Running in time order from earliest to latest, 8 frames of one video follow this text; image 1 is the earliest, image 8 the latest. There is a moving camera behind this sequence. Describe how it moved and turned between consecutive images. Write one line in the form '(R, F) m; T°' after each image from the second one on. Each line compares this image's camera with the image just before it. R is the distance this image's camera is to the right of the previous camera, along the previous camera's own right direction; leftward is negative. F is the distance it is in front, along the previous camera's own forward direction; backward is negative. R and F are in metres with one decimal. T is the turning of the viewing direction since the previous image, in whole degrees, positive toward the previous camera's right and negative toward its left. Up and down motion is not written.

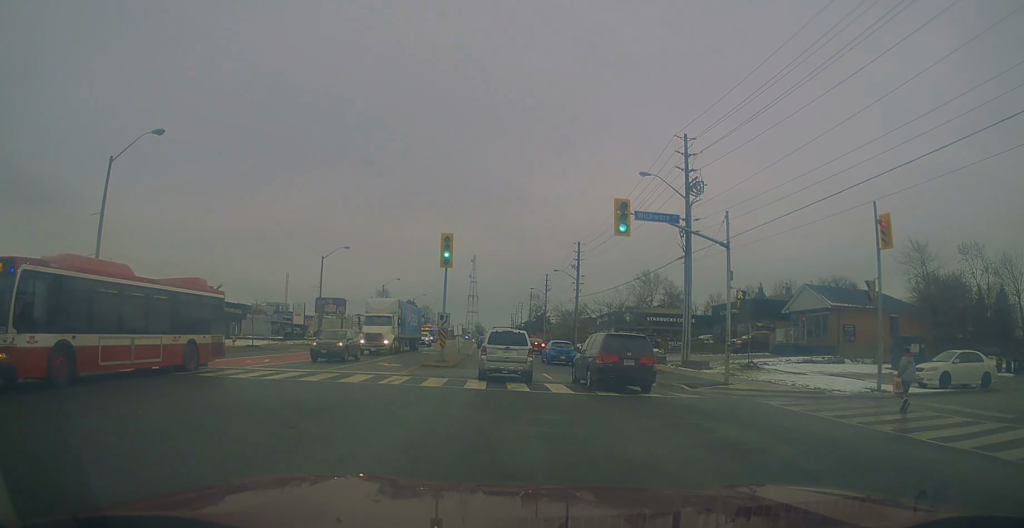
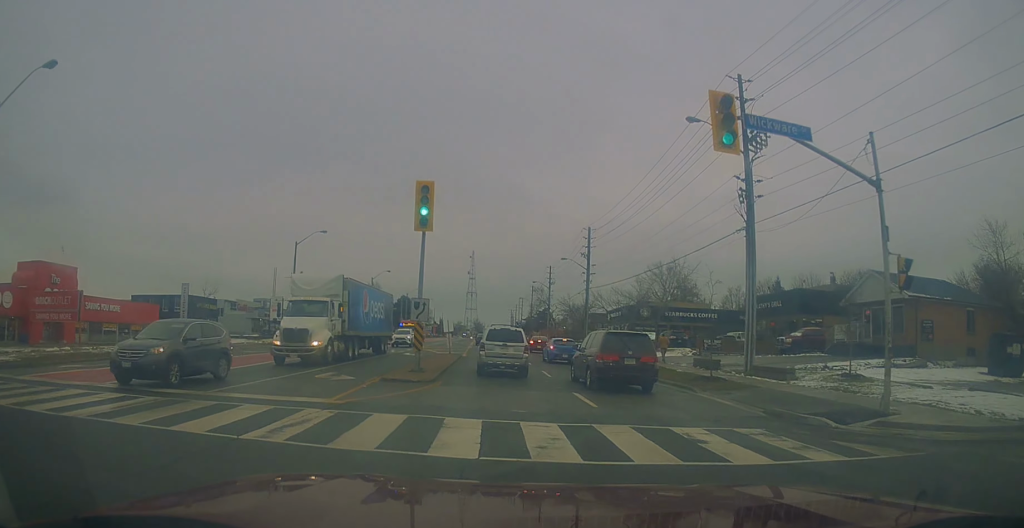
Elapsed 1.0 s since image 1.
(+0.1, +9.3) m; +1°
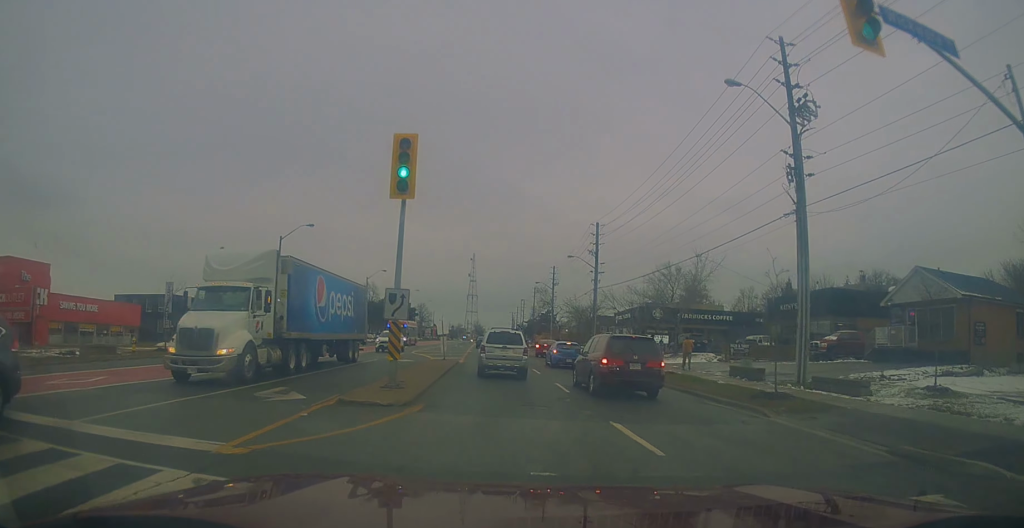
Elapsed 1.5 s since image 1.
(-0.1, +4.9) m; +1°
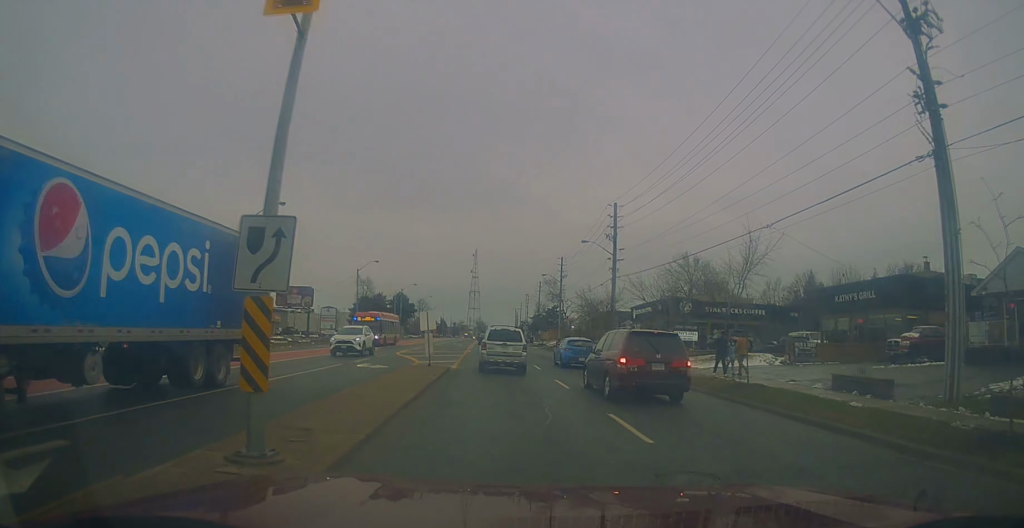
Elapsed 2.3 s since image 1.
(+0.2, +8.7) m; -2°
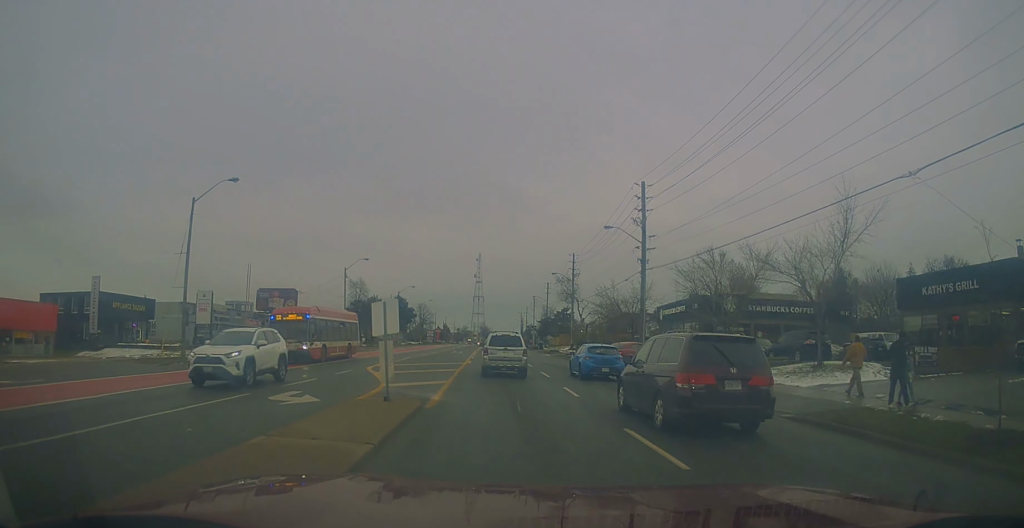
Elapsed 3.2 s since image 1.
(-0.5, +10.0) m; -1°
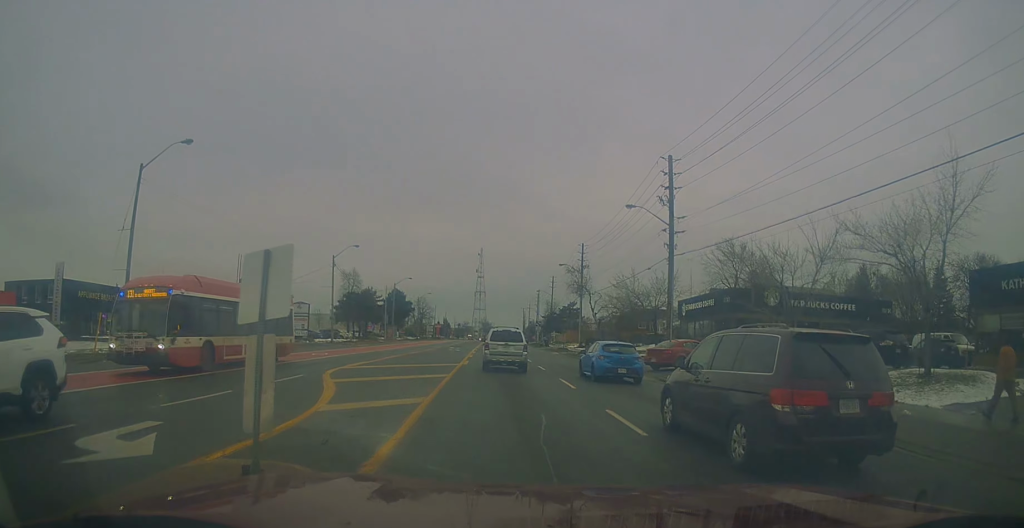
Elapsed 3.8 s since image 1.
(-0.1, +7.0) m; 0°
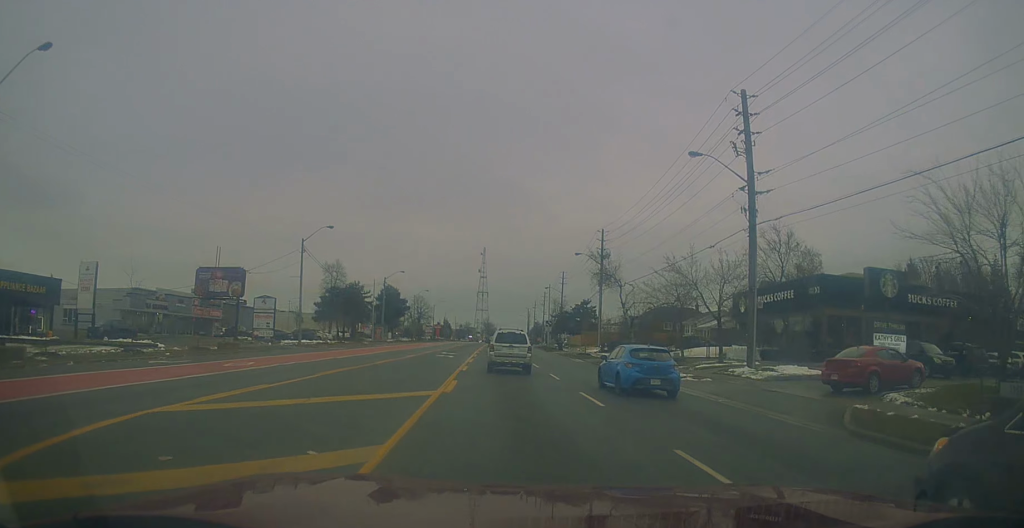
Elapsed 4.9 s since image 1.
(+0.6, +13.3) m; +2°
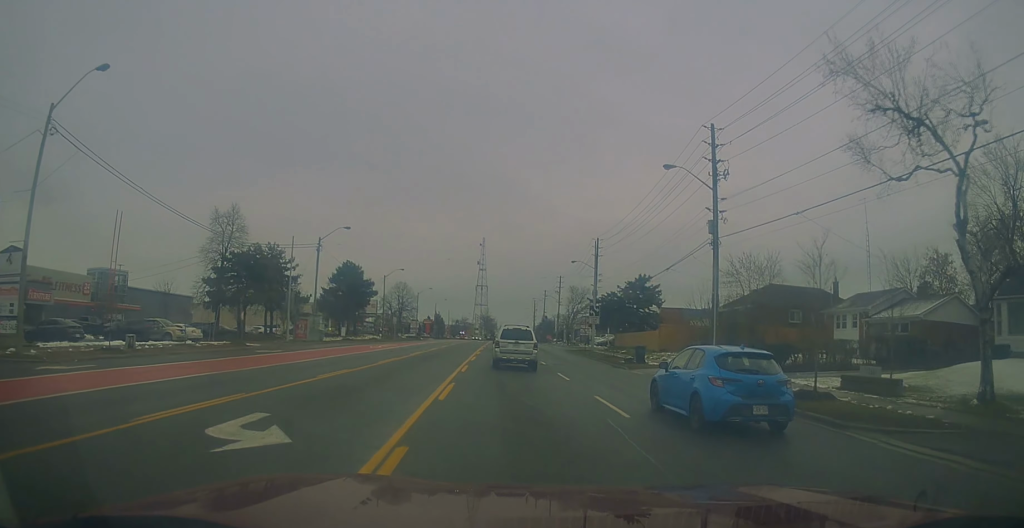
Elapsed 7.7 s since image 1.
(-0.7, +38.2) m; -2°
